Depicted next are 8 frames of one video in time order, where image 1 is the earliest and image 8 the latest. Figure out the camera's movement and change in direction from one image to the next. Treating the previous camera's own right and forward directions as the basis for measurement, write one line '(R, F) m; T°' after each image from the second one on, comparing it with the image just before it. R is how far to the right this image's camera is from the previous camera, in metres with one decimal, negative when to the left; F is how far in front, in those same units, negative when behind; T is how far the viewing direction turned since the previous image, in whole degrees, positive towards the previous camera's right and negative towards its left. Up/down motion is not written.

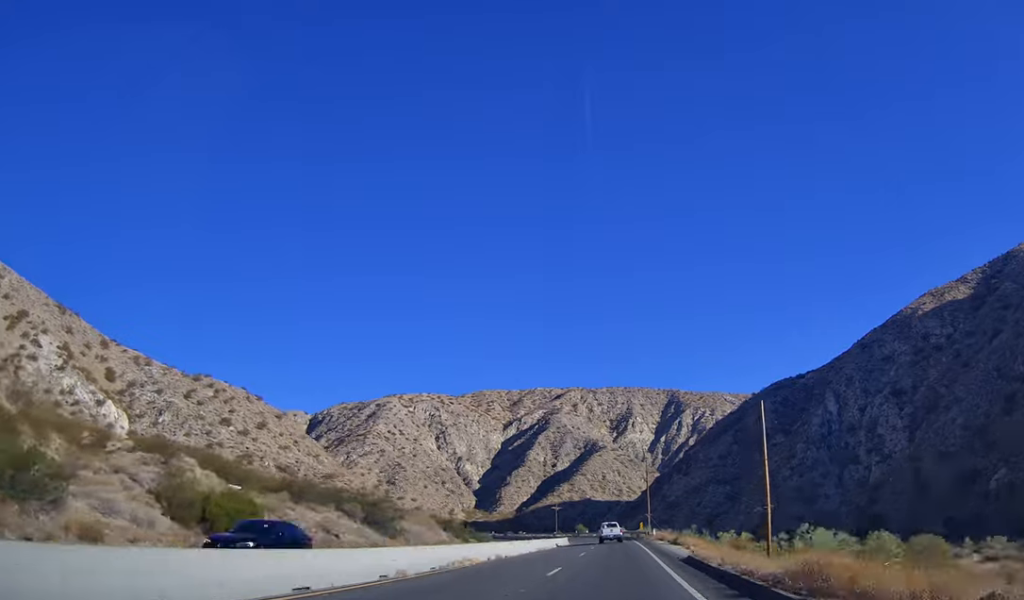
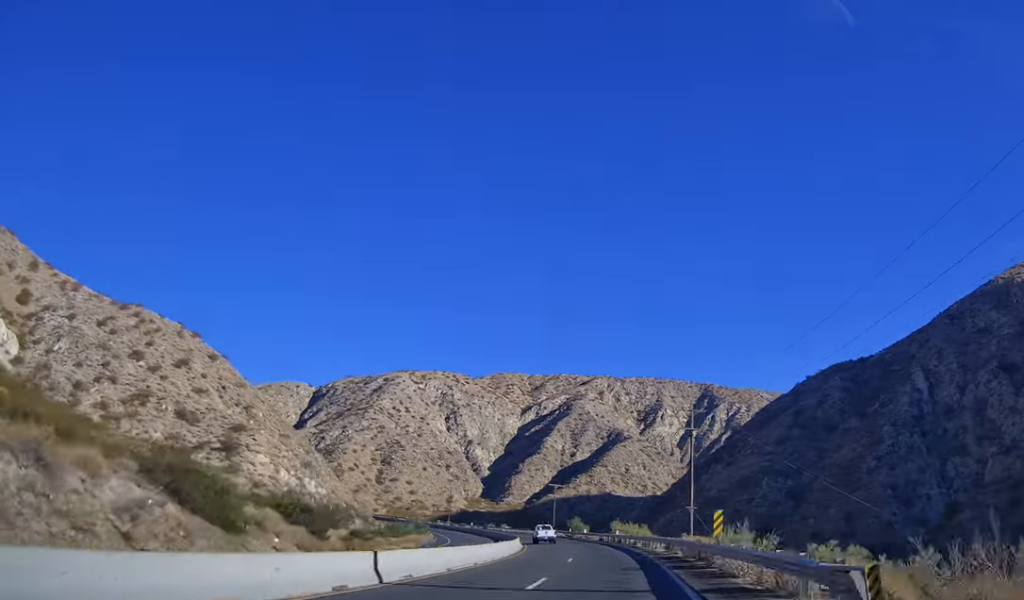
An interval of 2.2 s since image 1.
(+3.3, +63.1) m; +2°
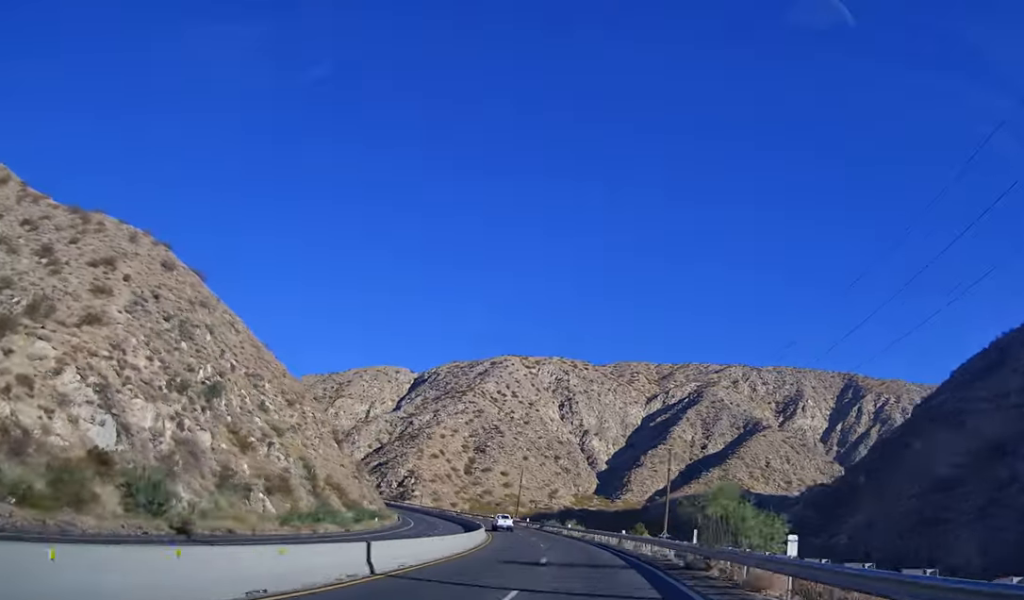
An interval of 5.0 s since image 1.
(-1.2, +78.9) m; -6°
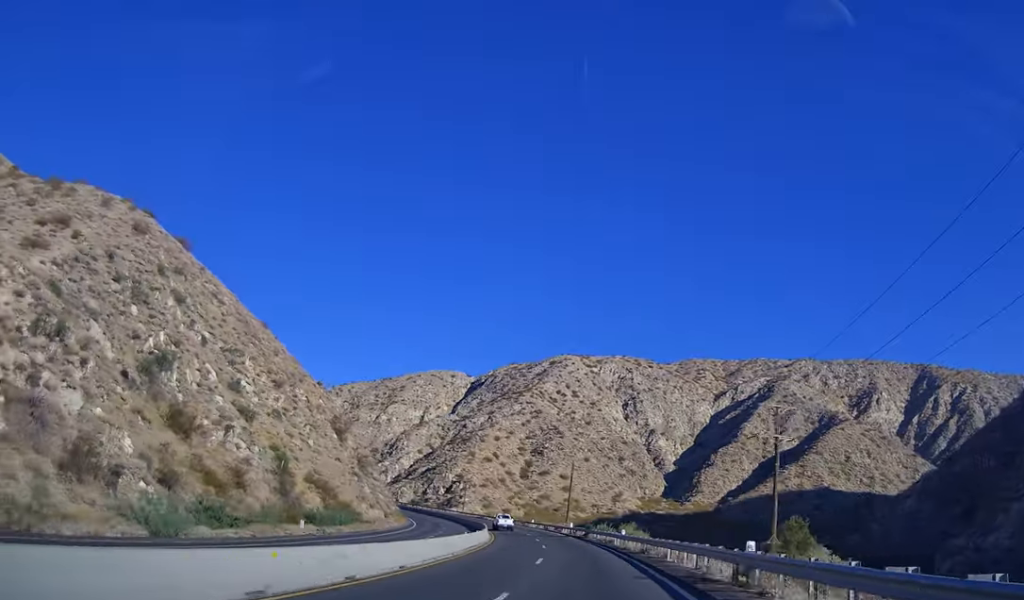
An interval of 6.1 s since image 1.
(-2.2, +29.3) m; -5°
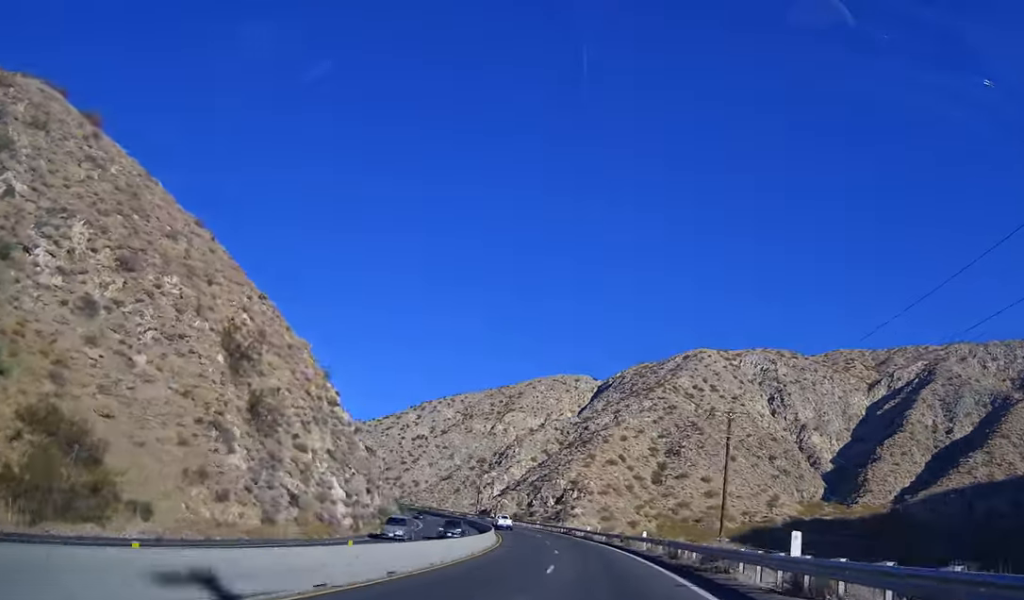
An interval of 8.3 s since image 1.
(-5.7, +61.7) m; -11°
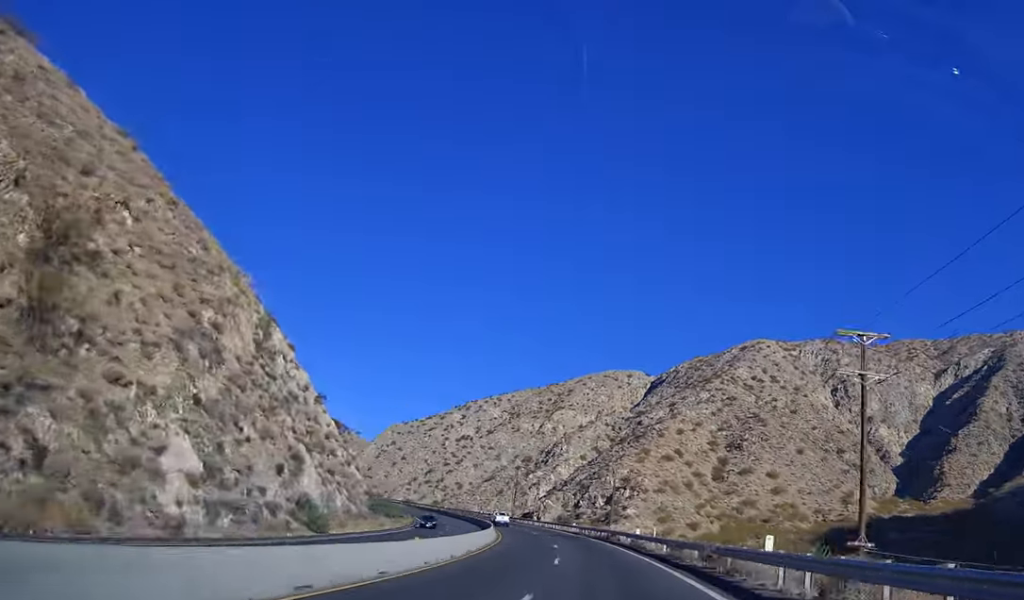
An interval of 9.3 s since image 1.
(-0.6, +25.4) m; -5°
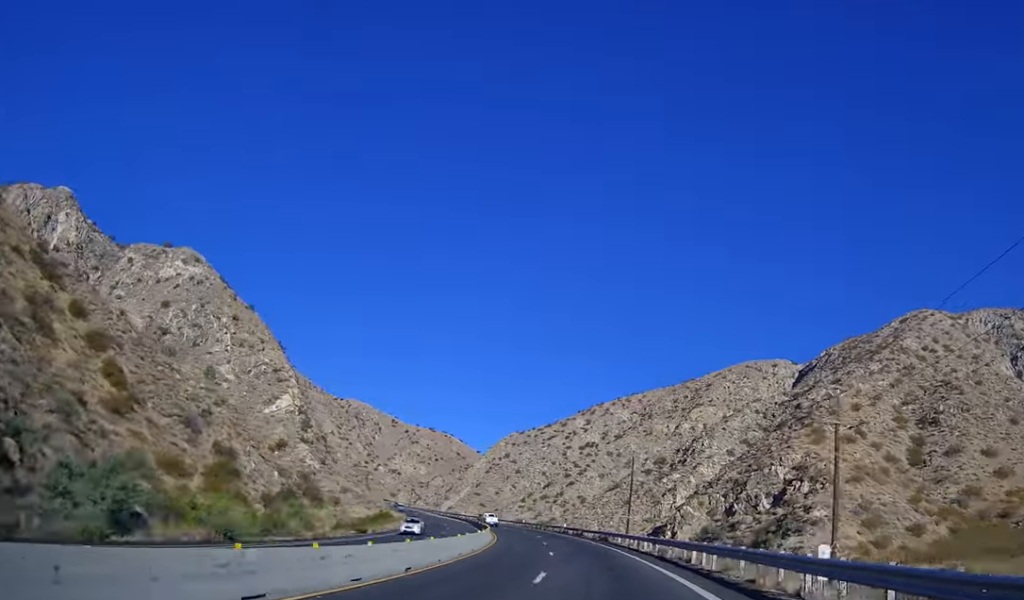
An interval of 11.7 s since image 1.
(-7.7, +65.1) m; -13°
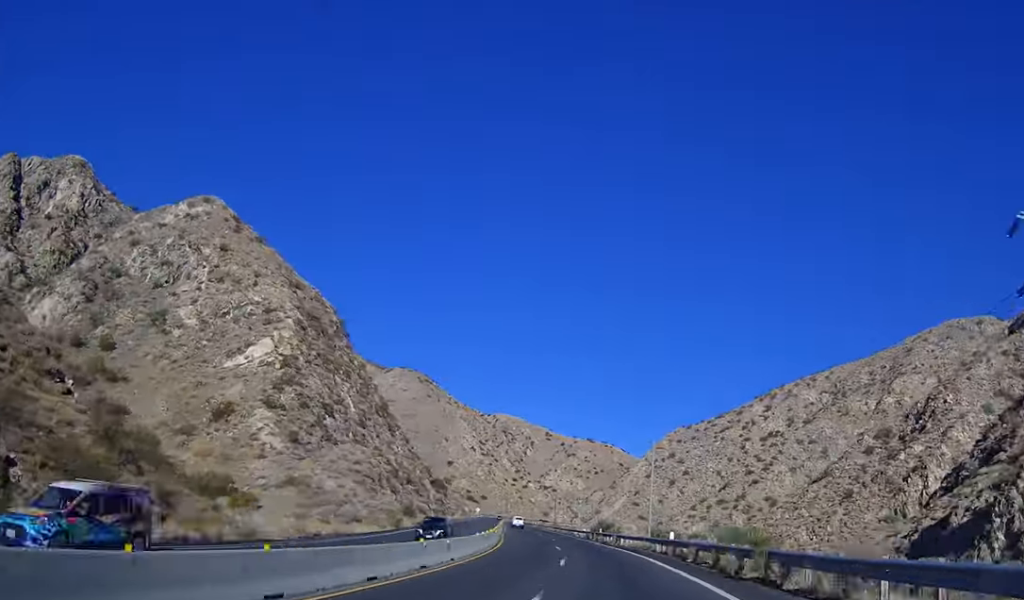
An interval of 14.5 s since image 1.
(-11.1, +77.8) m; -16°
